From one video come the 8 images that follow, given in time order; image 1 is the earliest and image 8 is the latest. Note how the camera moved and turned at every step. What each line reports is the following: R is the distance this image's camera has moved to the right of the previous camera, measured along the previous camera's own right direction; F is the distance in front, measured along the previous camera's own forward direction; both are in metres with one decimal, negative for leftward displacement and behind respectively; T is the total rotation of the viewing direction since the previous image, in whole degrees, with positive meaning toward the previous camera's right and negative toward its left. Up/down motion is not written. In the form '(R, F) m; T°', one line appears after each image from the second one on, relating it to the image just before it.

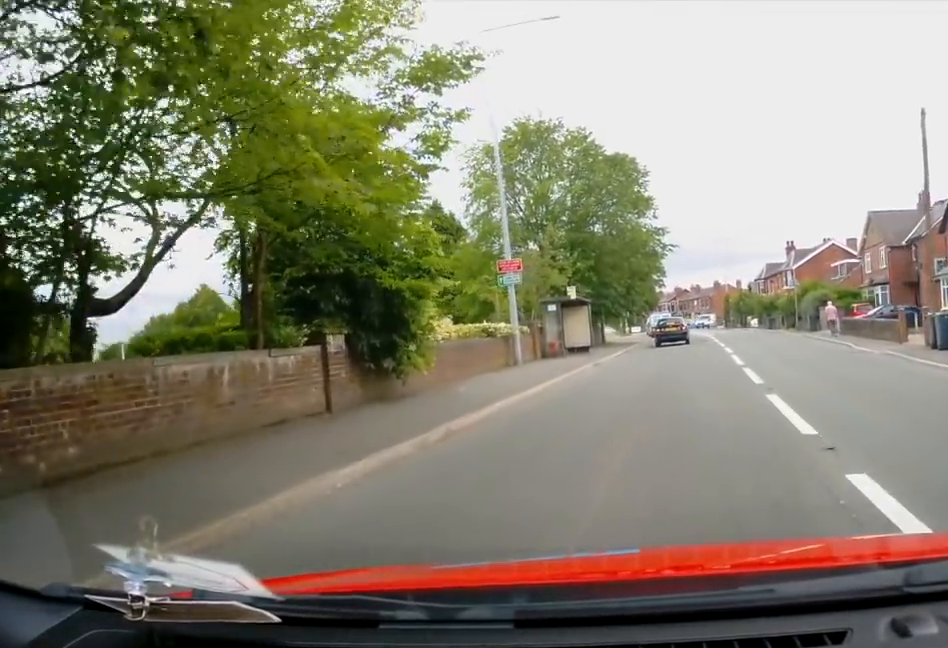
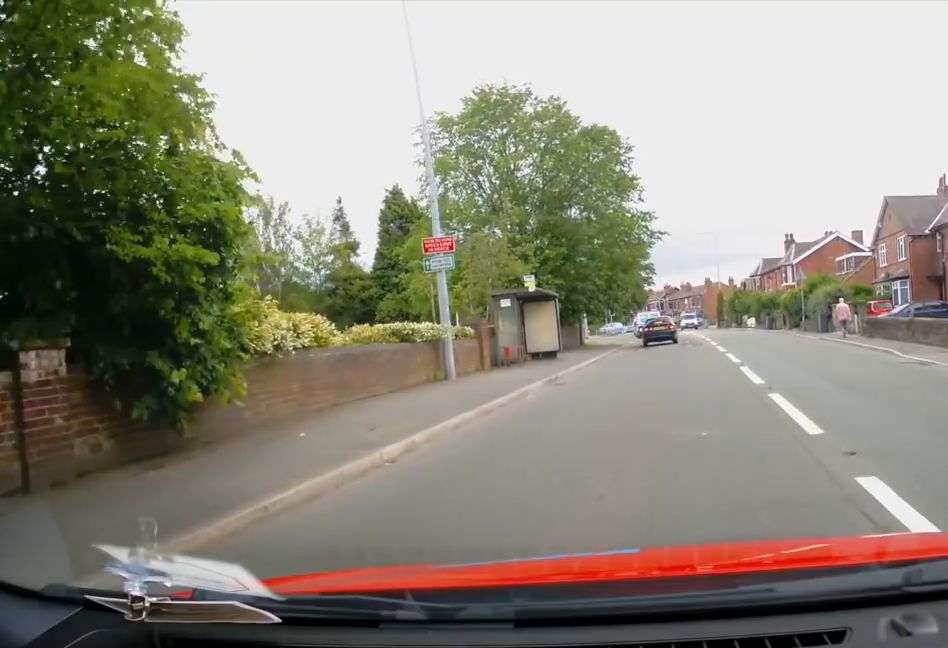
(0.0, +6.6) m; 0°
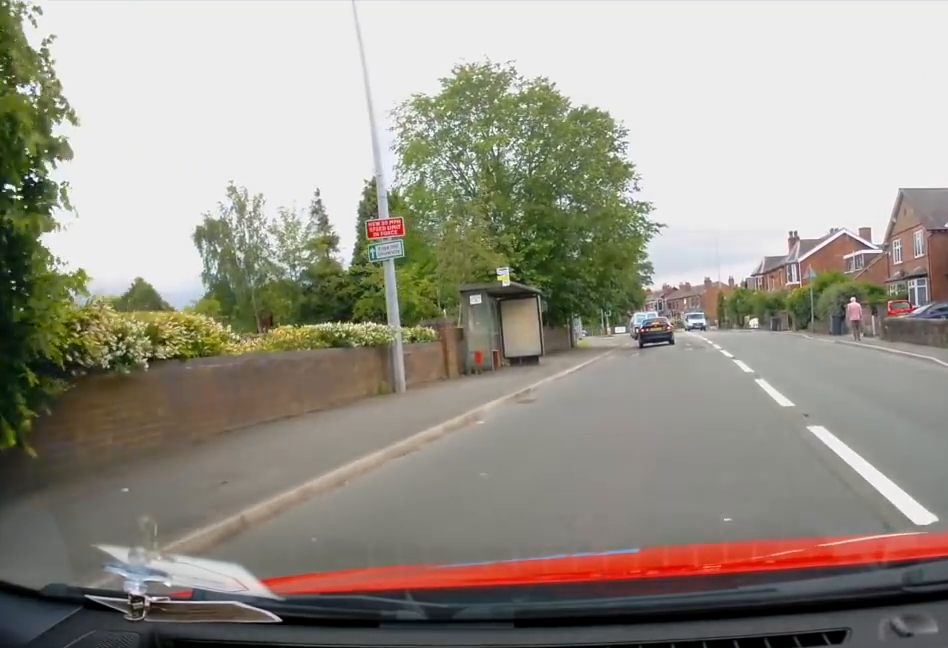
(0.0, +3.5) m; 0°
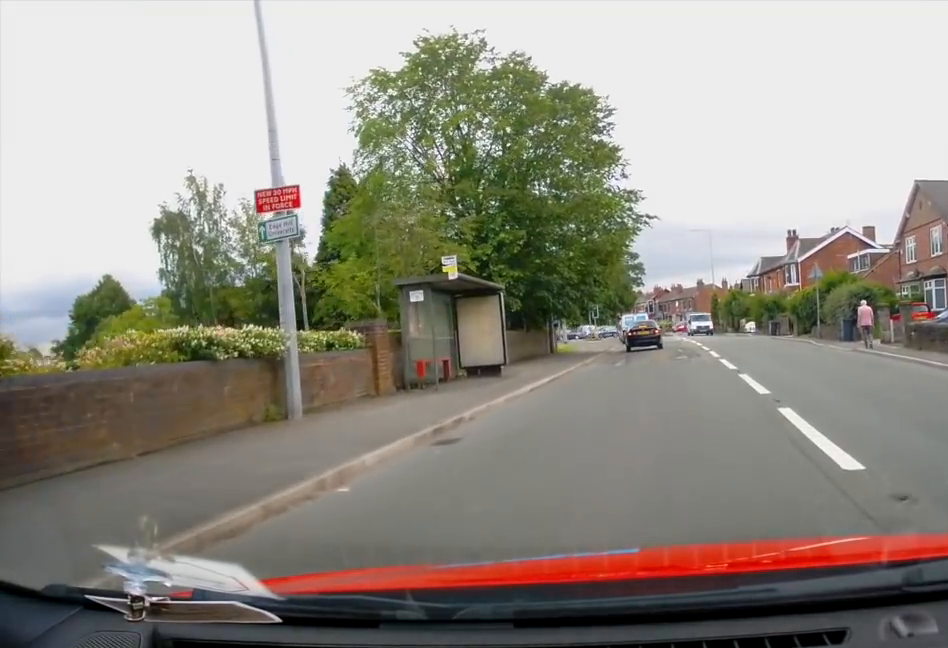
(0.0, +4.3) m; +2°
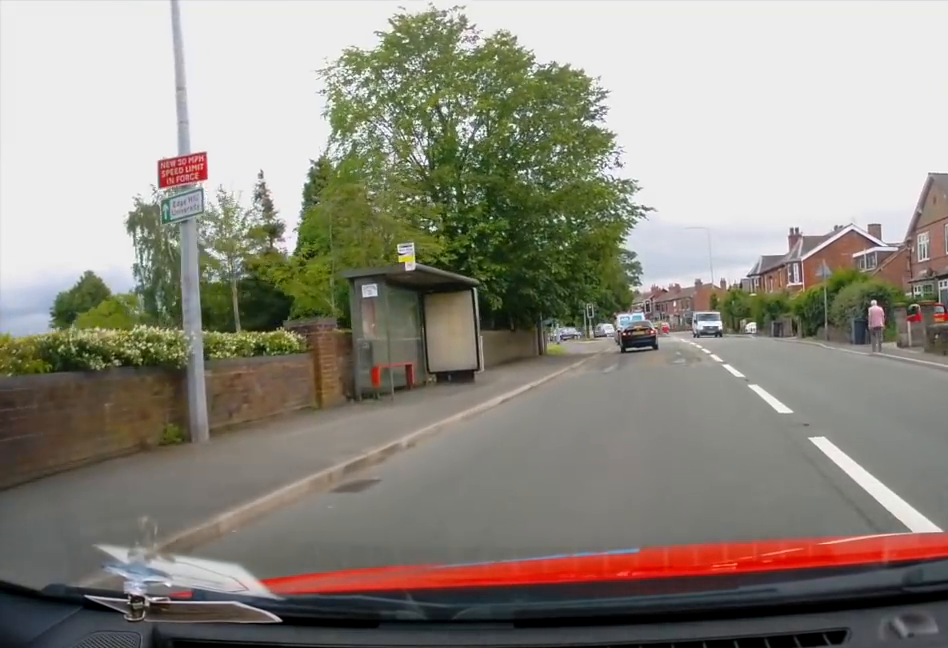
(-0.1, +2.7) m; +2°
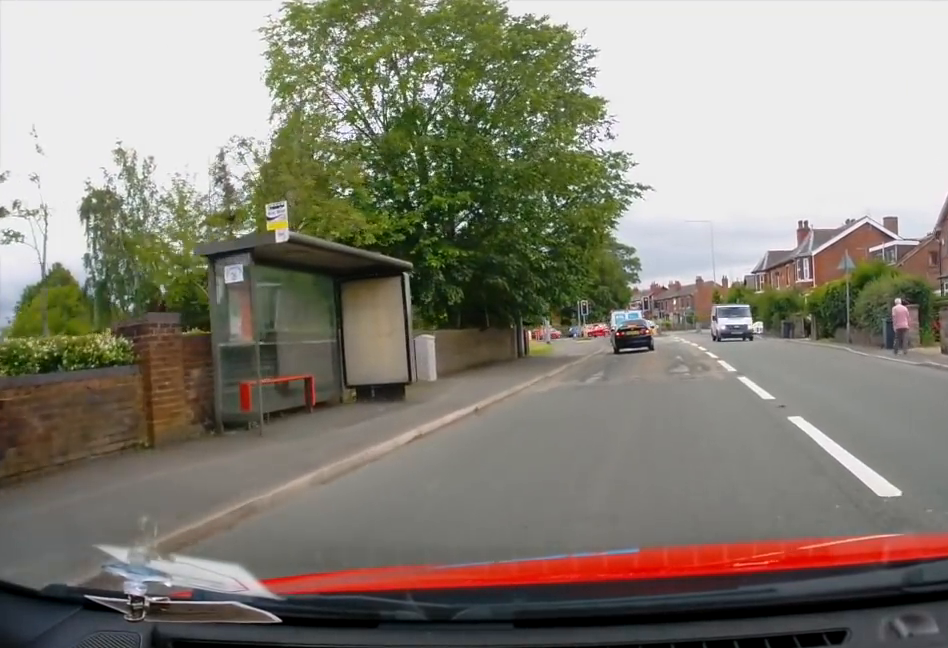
(+0.3, +4.8) m; 0°
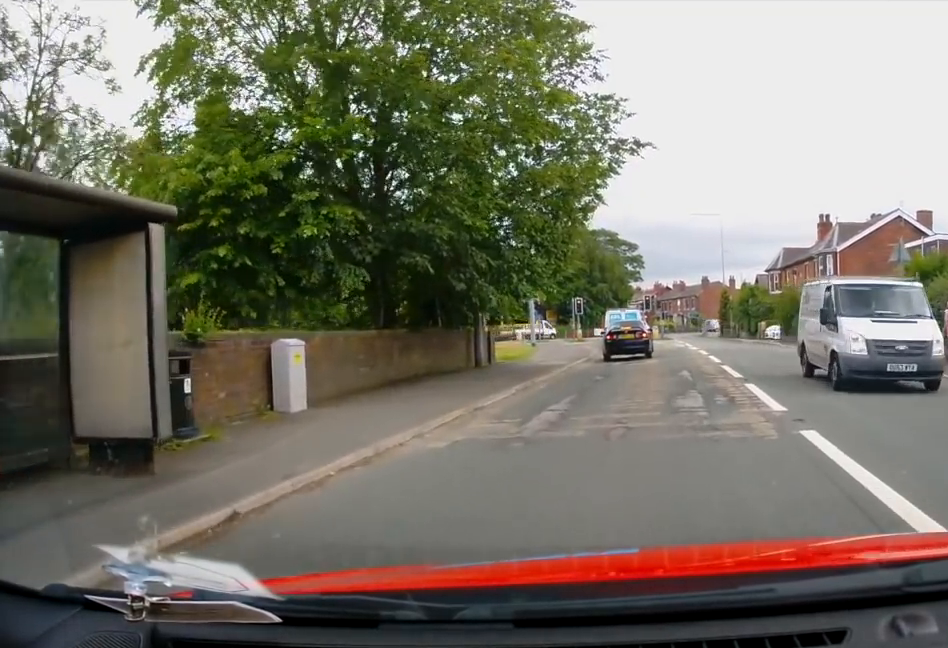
(-0.5, +7.5) m; -4°
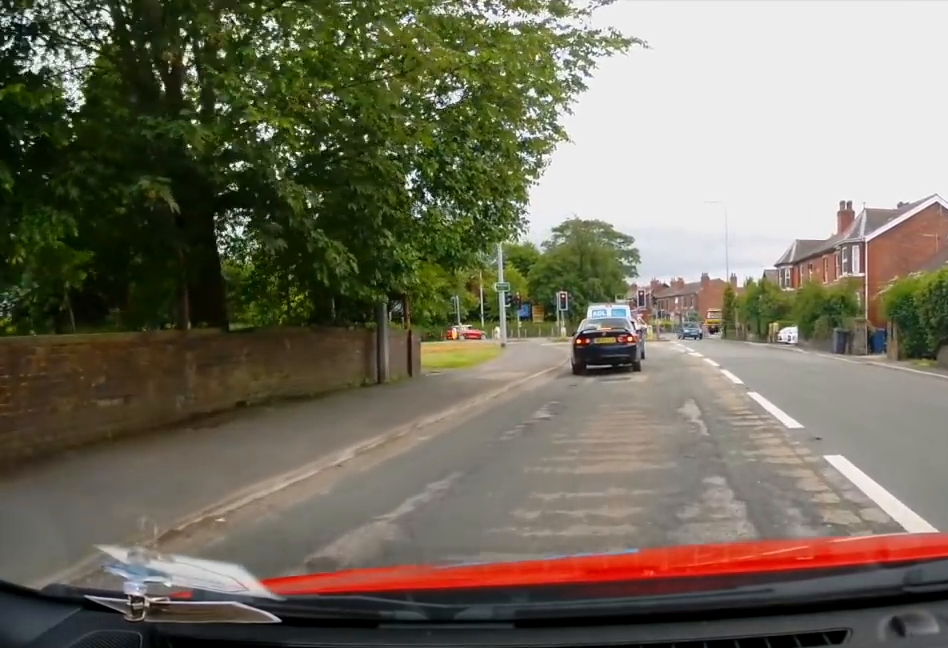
(0.0, +8.4) m; 0°
